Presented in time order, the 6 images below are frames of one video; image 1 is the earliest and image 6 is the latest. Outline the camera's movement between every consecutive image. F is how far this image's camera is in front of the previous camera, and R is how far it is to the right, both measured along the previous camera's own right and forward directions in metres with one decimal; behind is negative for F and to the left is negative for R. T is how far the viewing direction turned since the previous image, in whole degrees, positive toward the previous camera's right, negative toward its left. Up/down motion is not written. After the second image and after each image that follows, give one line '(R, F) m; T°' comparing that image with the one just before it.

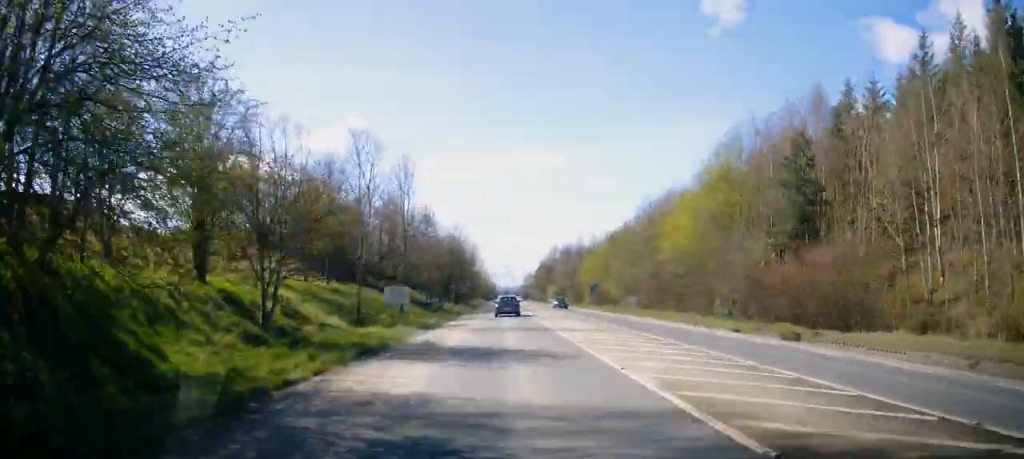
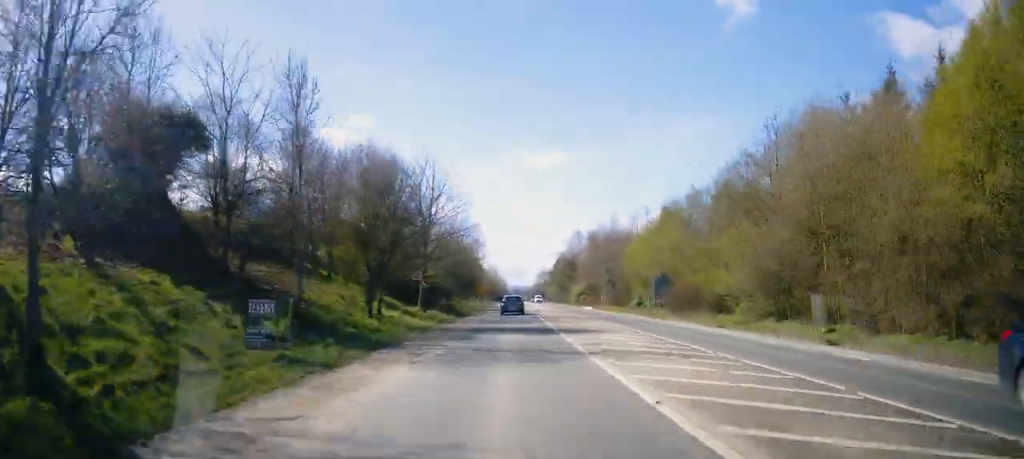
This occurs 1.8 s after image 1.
(+1.7, +32.4) m; +2°
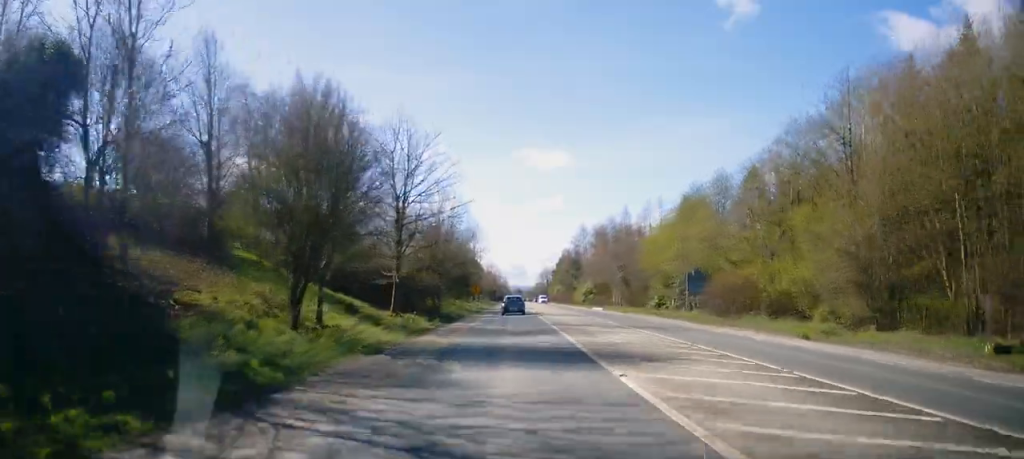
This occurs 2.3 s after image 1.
(+0.6, +9.2) m; -2°
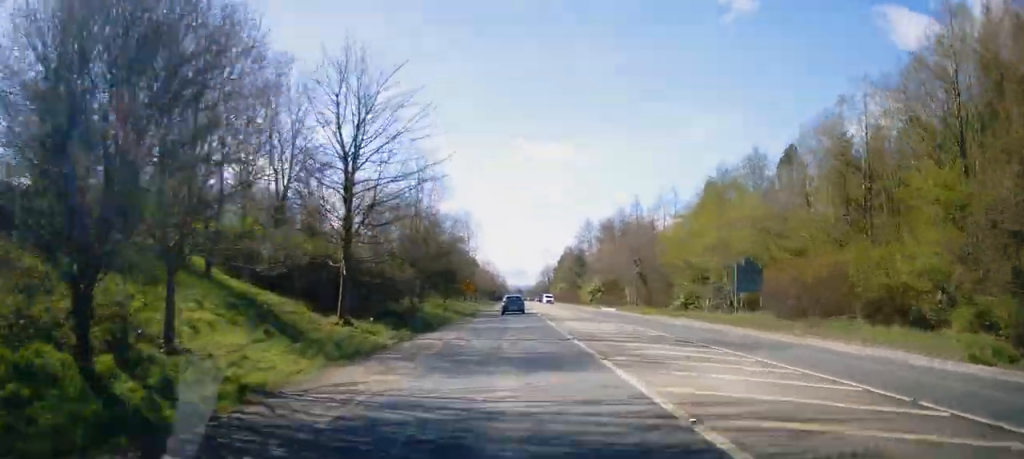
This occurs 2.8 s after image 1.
(-1.3, +10.4) m; -2°
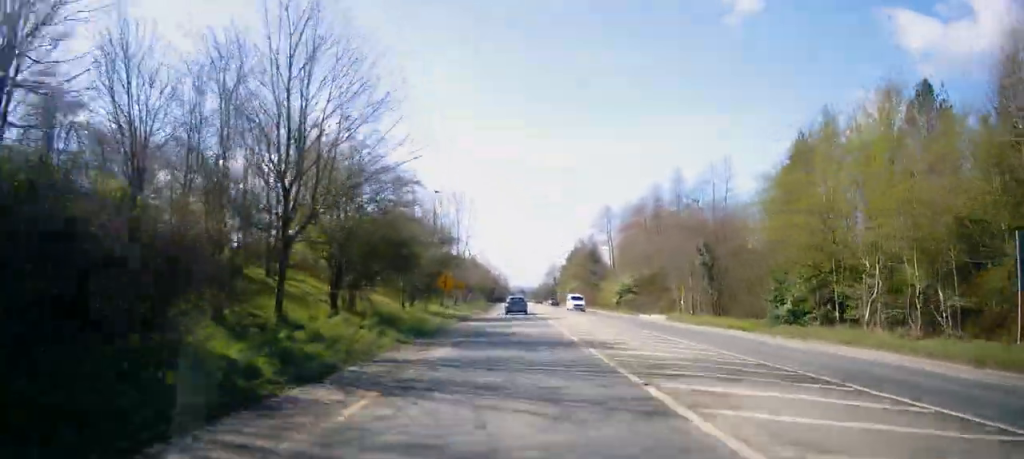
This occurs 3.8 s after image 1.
(-0.4, +22.3) m; +1°
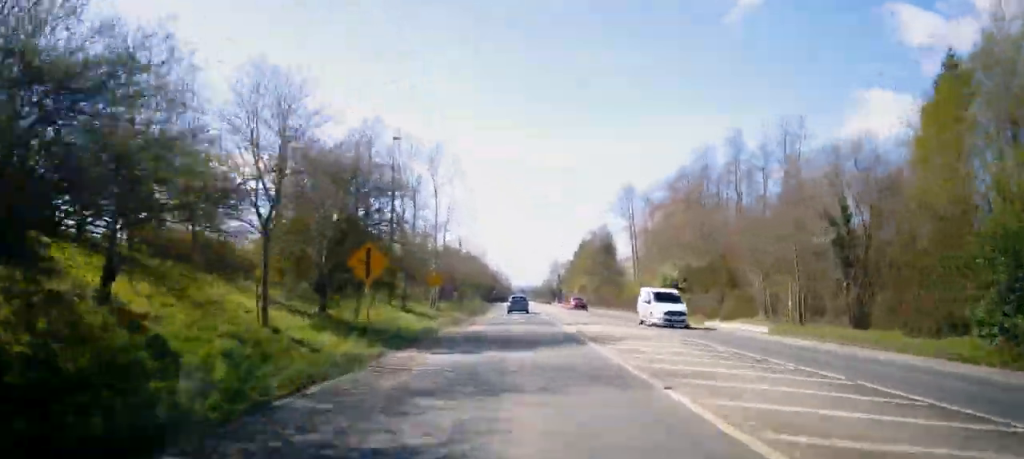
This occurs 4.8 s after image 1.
(+0.5, +19.7) m; -3°
